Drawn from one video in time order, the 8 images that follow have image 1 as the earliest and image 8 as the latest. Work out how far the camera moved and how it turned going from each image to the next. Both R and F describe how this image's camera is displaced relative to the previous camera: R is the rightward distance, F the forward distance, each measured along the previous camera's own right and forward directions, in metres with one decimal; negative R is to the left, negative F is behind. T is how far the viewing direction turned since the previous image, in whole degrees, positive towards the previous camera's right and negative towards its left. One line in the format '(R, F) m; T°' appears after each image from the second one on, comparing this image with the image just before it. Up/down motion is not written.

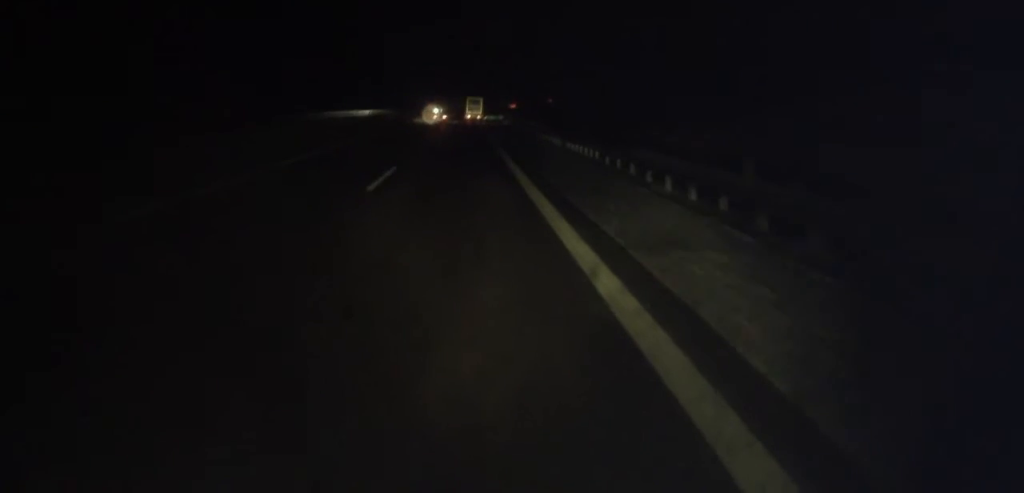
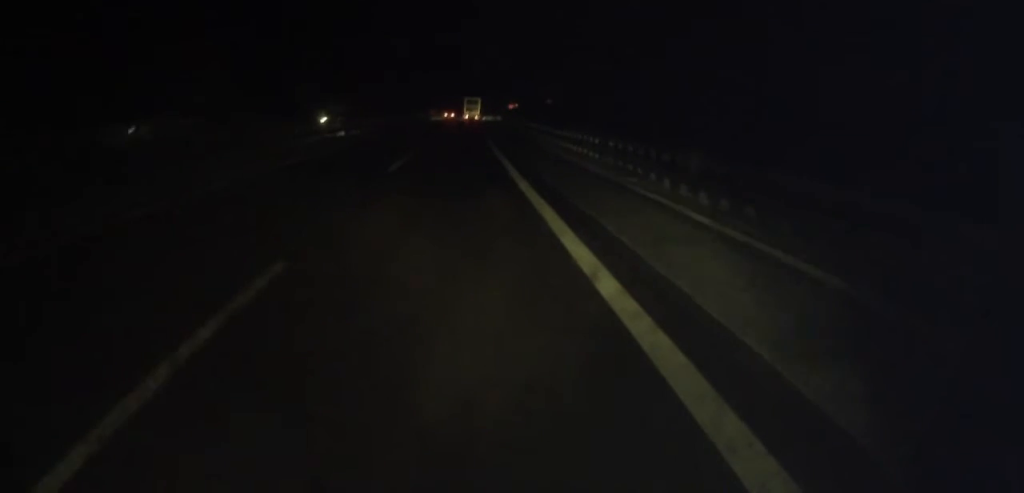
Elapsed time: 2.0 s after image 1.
(+0.8, +50.0) m; +1°
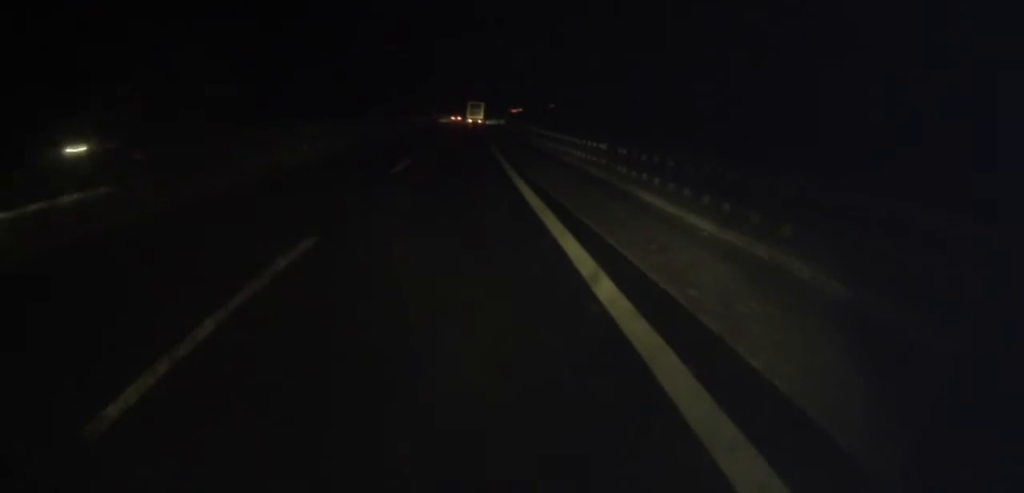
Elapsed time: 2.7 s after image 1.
(0.0, +16.6) m; 0°
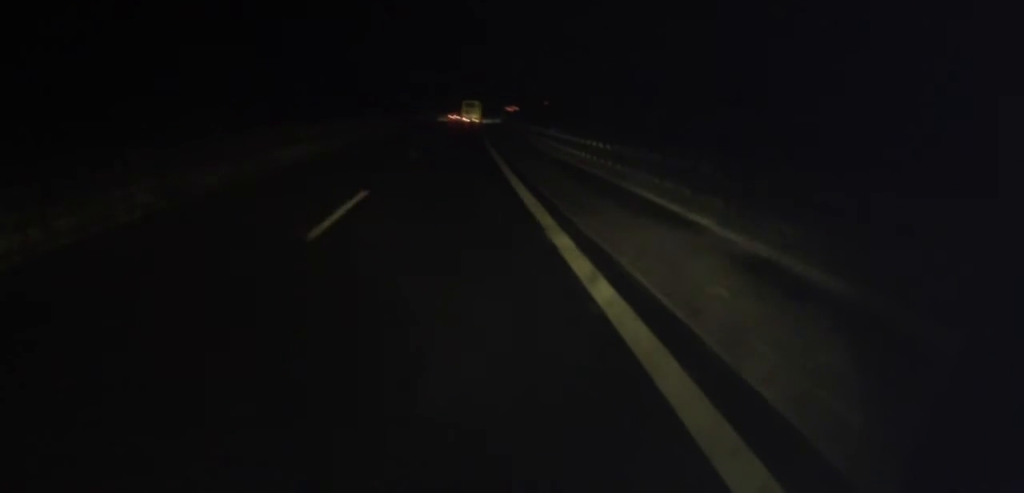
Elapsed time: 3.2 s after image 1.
(0.0, +12.4) m; 0°
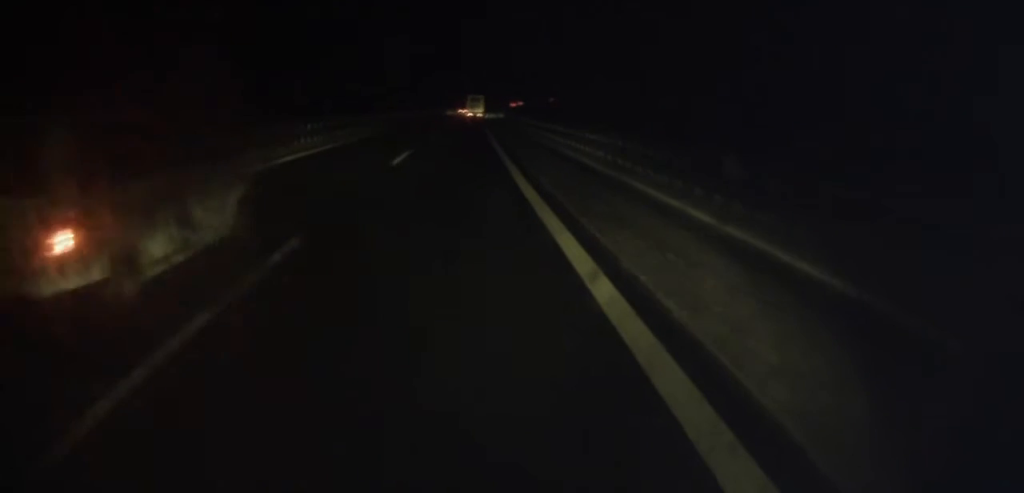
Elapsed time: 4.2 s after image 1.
(0.0, +24.6) m; 0°
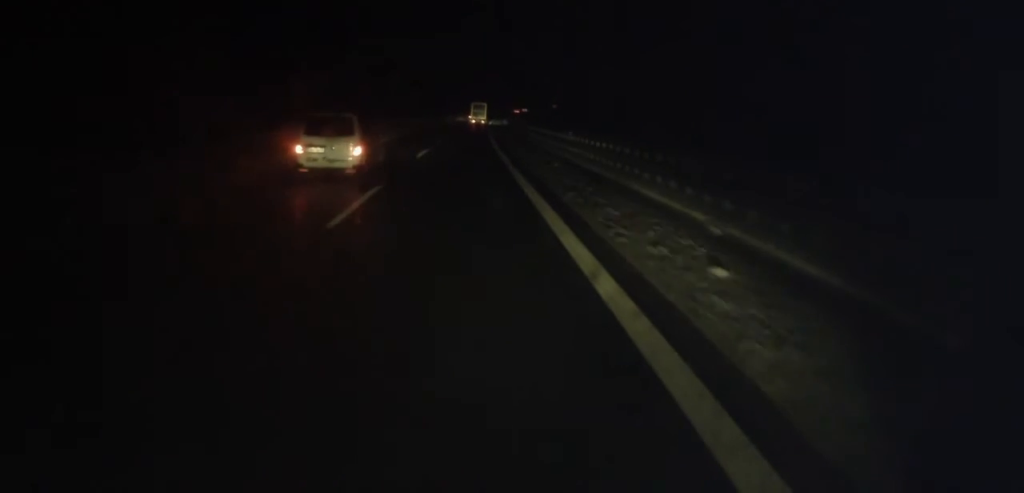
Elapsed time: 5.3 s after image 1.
(0.0, +28.6) m; +1°
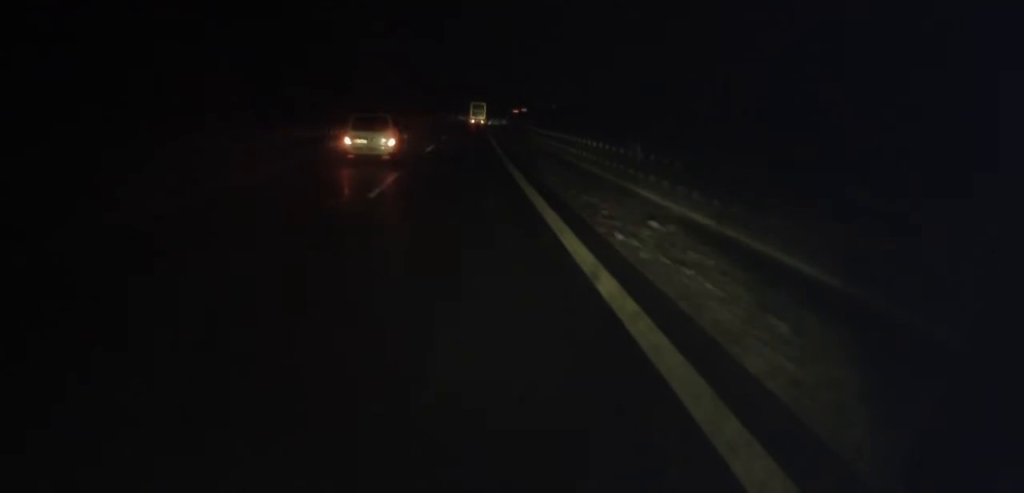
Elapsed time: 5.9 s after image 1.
(+0.2, +13.9) m; 0°
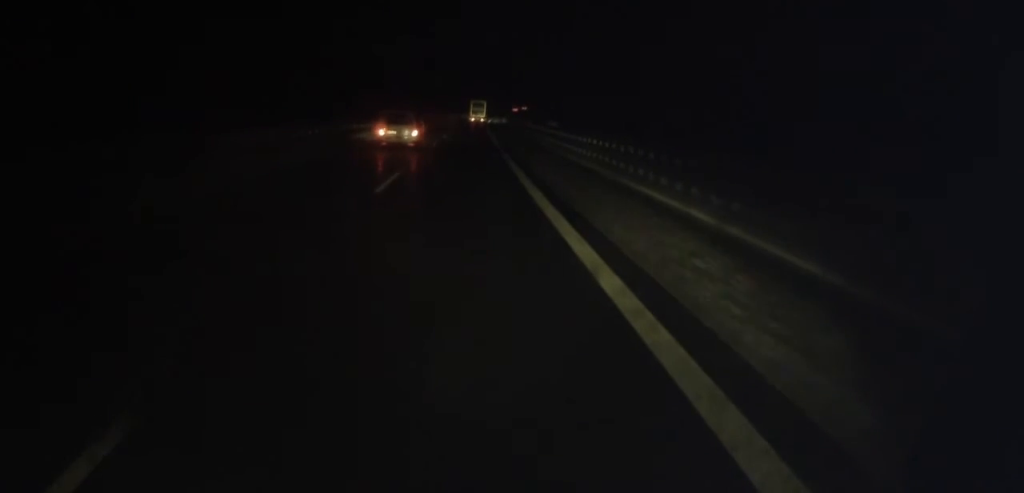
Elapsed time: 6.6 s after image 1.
(+0.1, +17.1) m; 0°
